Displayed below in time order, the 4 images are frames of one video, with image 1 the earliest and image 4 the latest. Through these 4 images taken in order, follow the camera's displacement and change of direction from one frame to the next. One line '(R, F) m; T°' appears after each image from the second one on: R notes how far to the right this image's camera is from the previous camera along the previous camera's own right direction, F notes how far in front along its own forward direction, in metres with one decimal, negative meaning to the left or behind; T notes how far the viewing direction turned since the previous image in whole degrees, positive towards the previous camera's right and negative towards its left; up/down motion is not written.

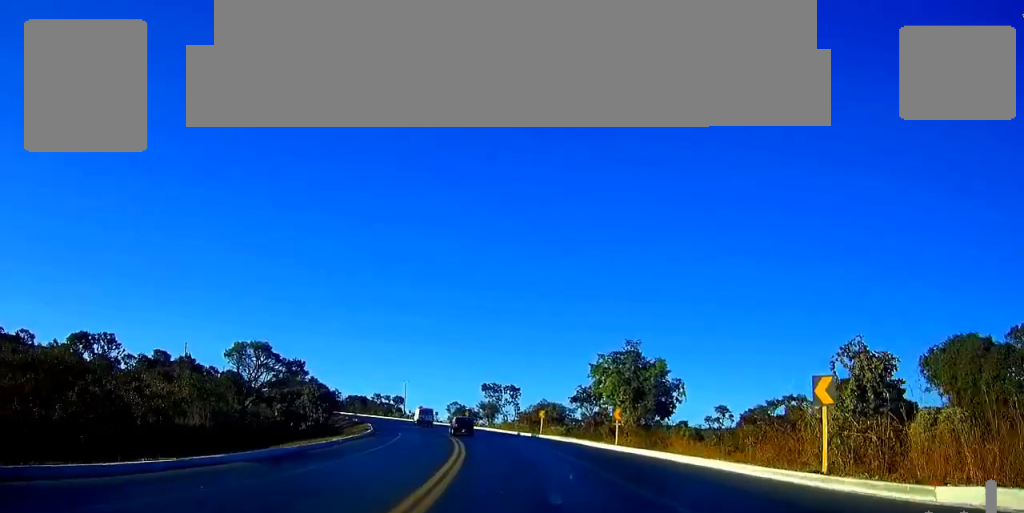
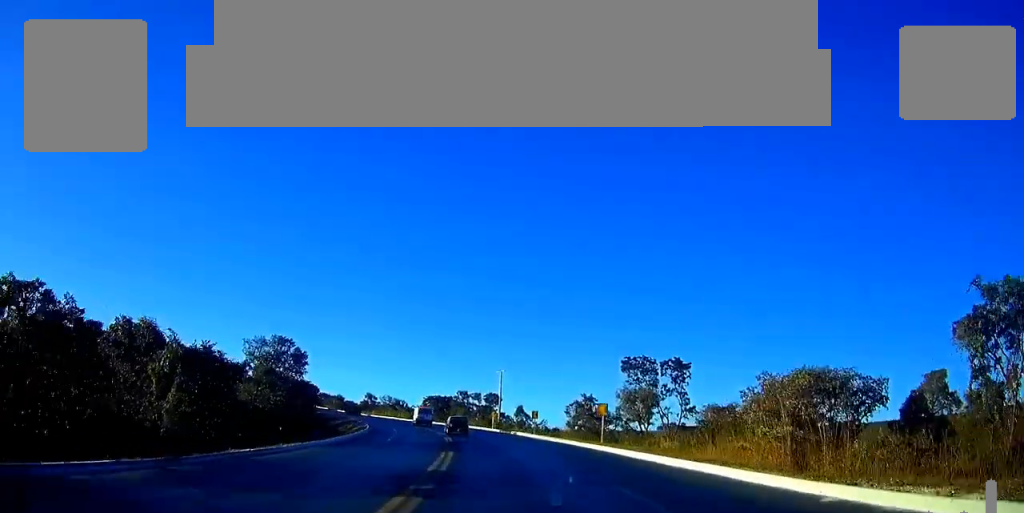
(-5.5, +57.8) m; -11°
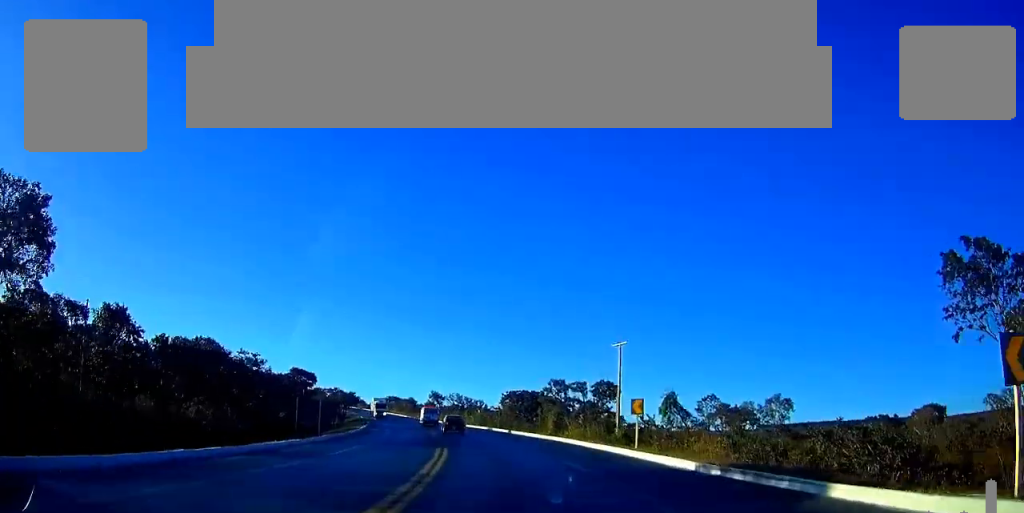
(-3.3, +47.4) m; -8°
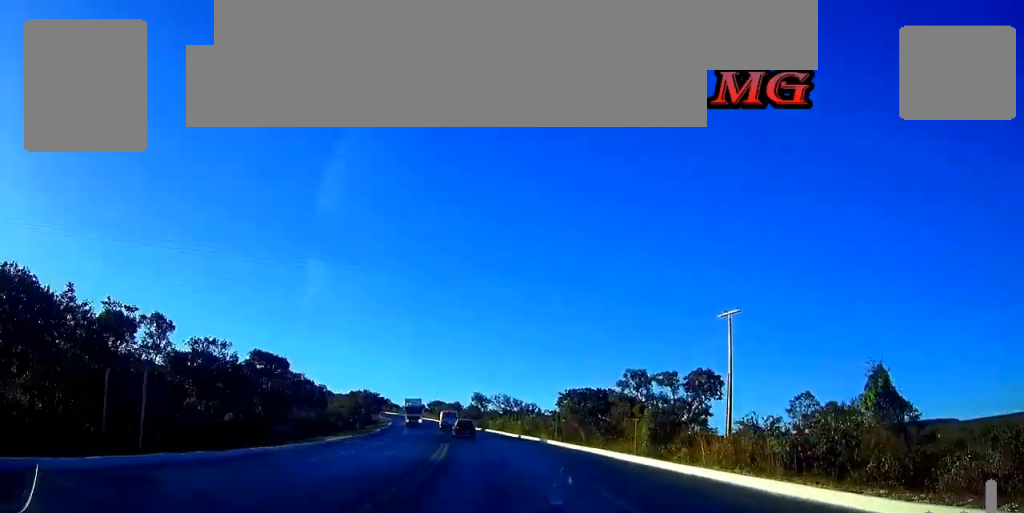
(-0.9, +23.2) m; -4°
